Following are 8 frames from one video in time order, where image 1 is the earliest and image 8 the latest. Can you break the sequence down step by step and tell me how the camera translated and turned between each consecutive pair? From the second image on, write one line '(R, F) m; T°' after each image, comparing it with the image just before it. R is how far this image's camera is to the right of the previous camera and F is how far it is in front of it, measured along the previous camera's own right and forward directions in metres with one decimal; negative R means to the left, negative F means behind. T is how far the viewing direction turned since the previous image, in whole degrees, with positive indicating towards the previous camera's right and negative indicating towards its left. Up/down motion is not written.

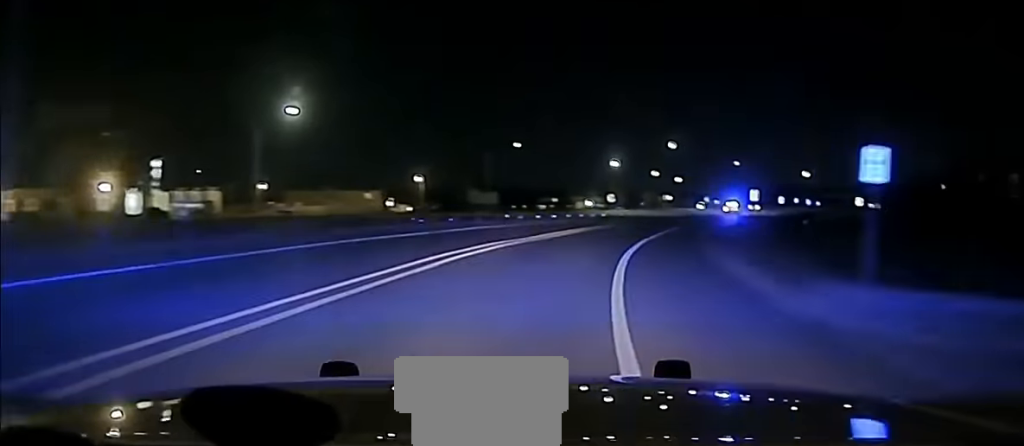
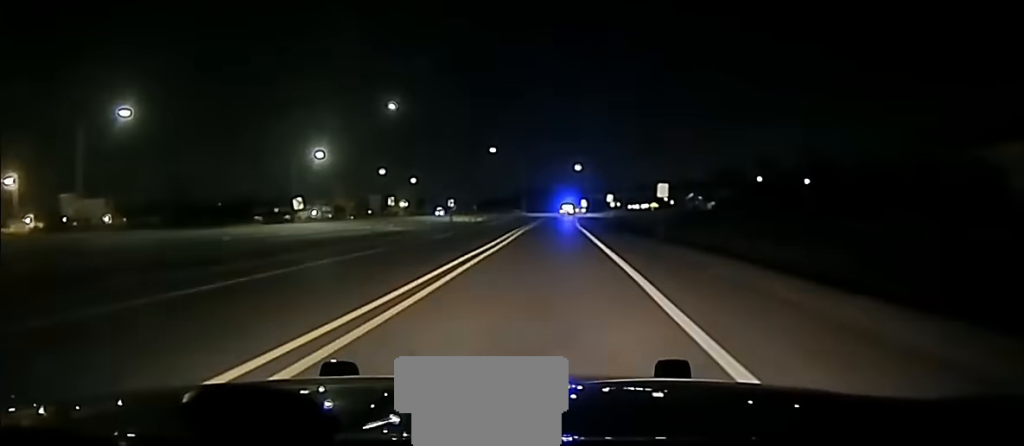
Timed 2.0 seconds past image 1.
(+12.1, +73.7) m; +13°
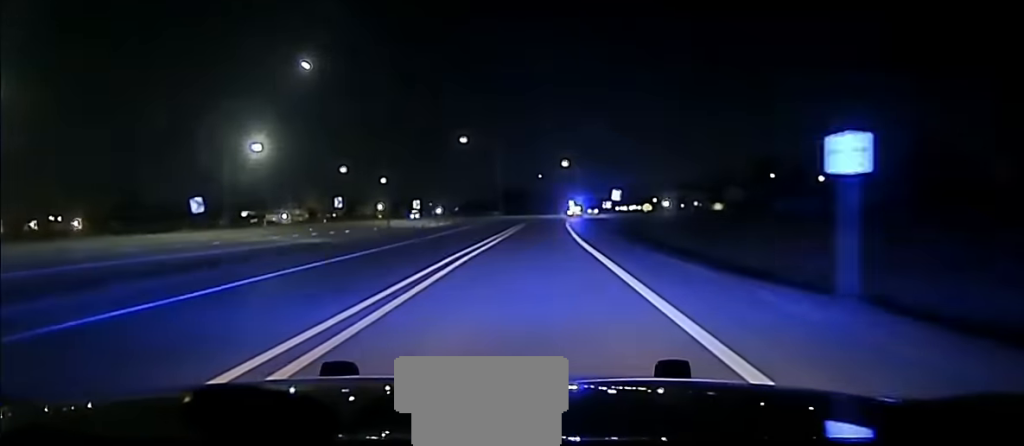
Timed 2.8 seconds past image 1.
(+0.3, +29.7) m; 0°
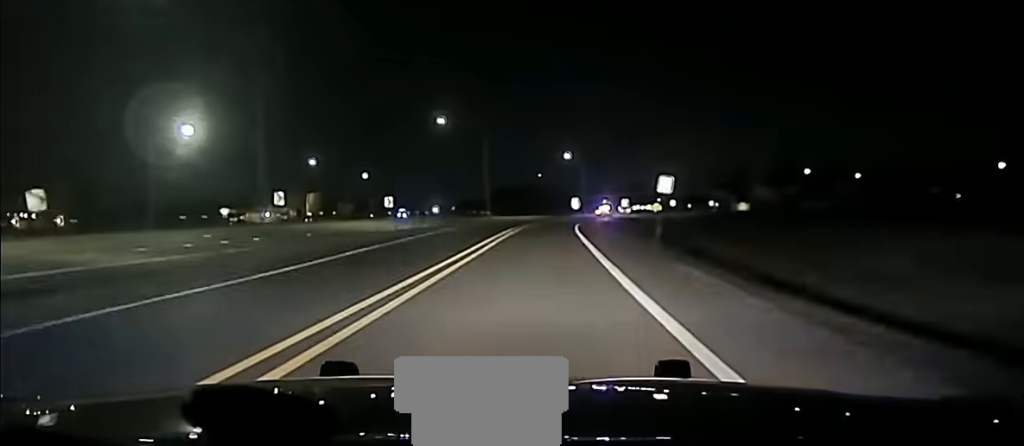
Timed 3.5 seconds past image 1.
(-0.1, +29.0) m; 0°
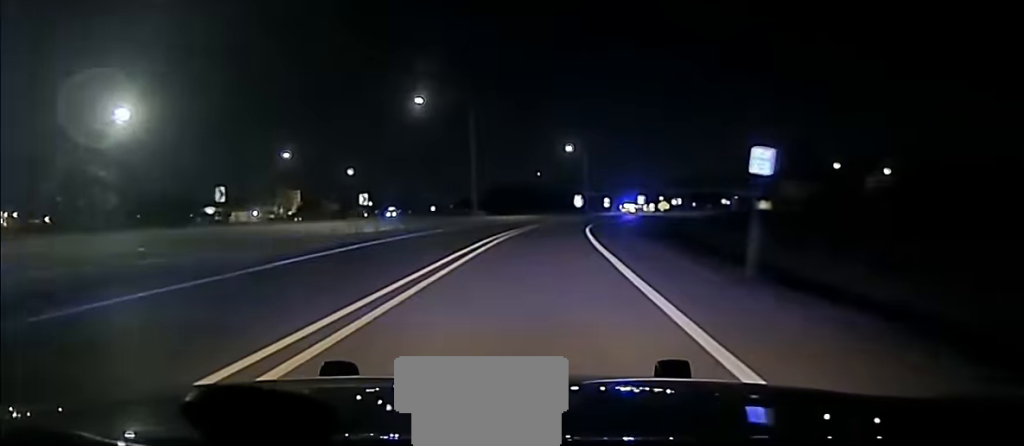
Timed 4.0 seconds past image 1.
(-0.3, +18.7) m; 0°
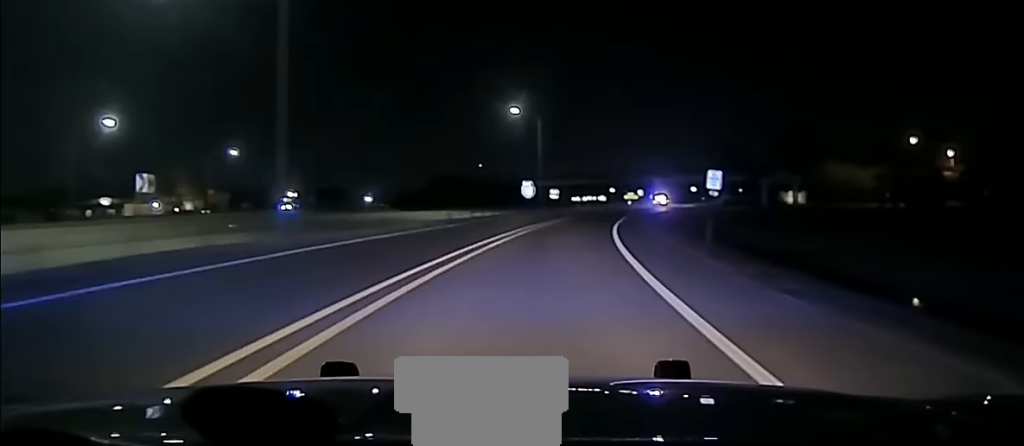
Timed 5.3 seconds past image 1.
(+1.2, +53.1) m; +4°
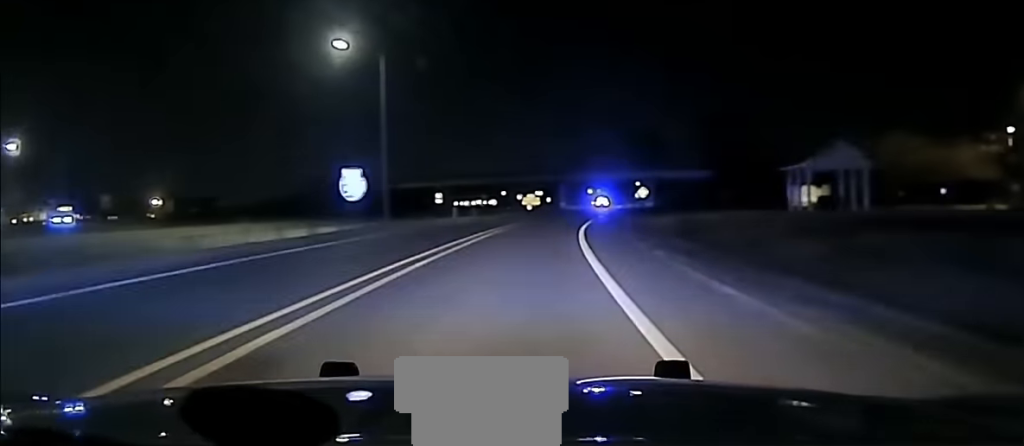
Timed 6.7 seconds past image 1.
(+2.8, +49.7) m; +6°
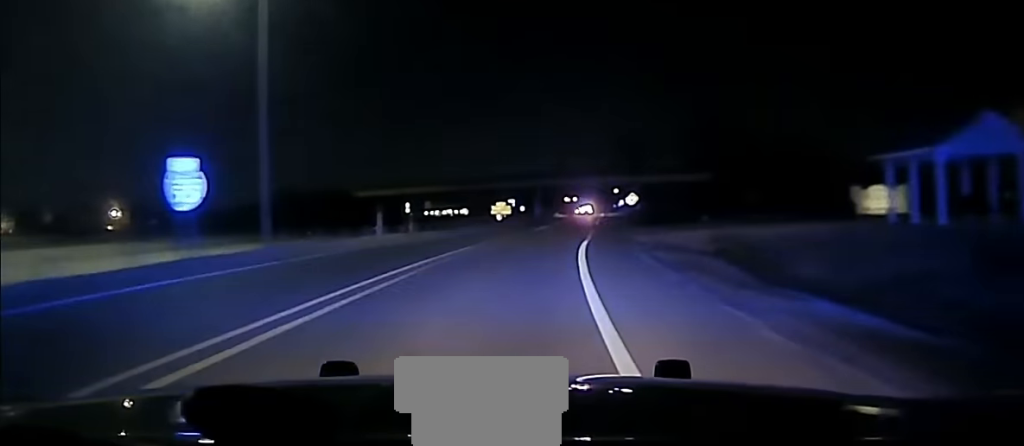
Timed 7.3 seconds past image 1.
(+0.5, +21.6) m; +3°
